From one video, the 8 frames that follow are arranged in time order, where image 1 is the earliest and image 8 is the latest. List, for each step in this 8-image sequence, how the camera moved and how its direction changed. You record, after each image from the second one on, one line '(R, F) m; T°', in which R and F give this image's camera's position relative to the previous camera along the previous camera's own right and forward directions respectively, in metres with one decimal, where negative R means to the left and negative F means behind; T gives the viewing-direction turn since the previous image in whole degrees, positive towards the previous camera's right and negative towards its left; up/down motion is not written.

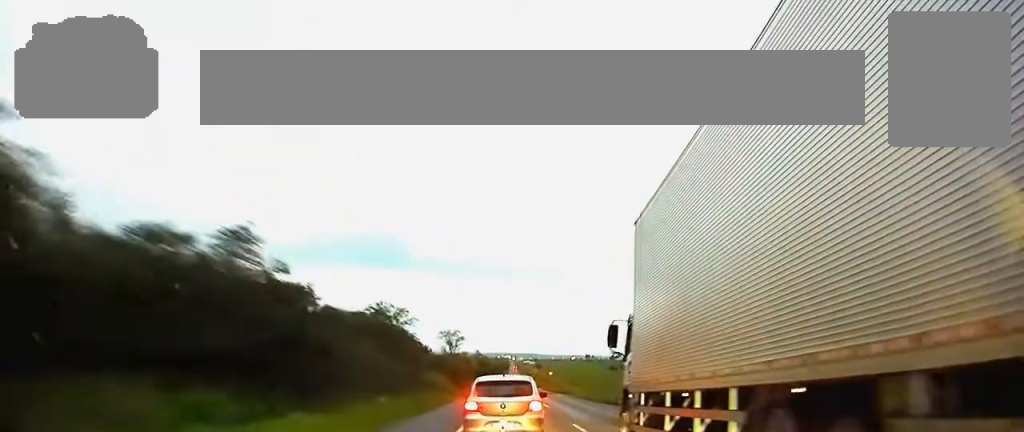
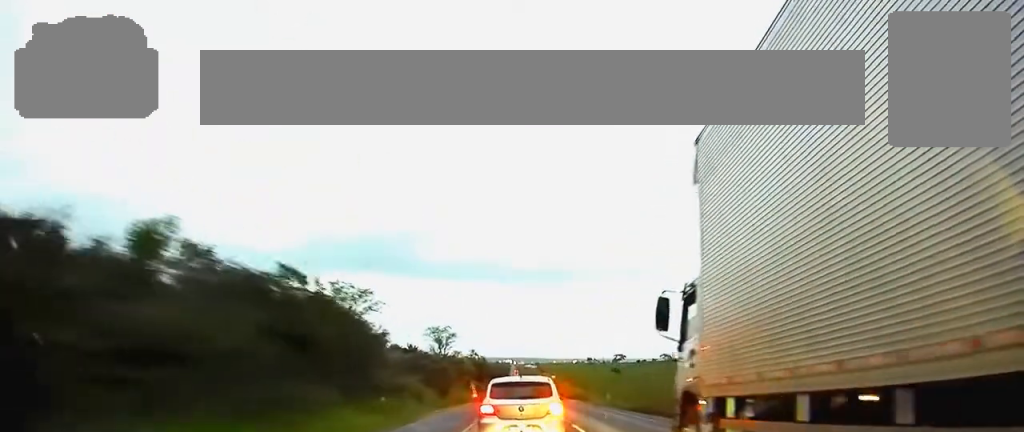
(0.0, +18.2) m; 0°
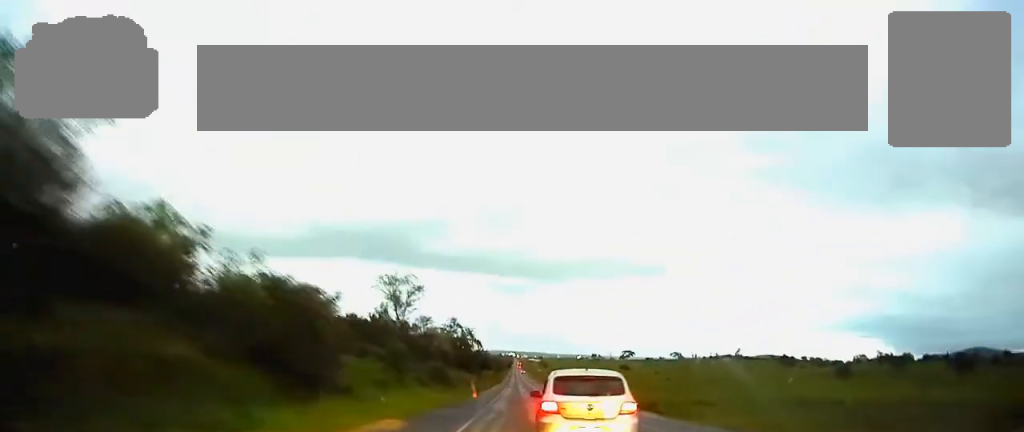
(0.0, +39.9) m; 0°
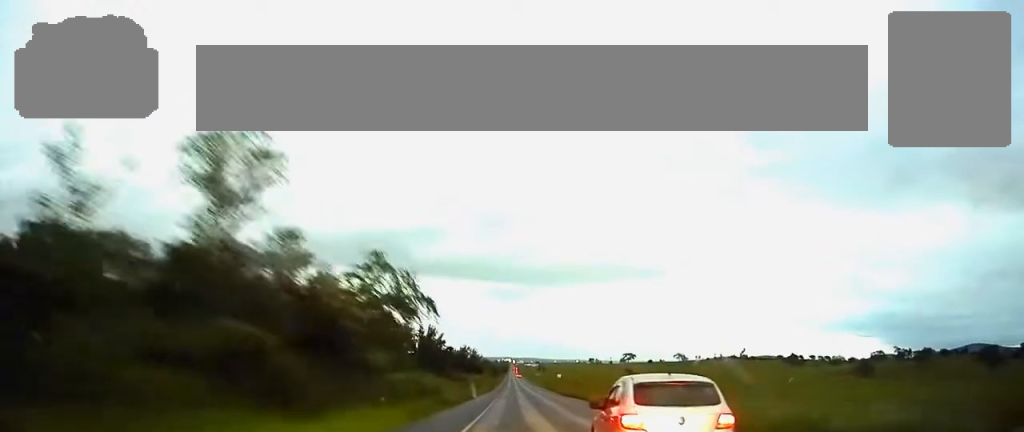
(0.0, +36.6) m; 0°
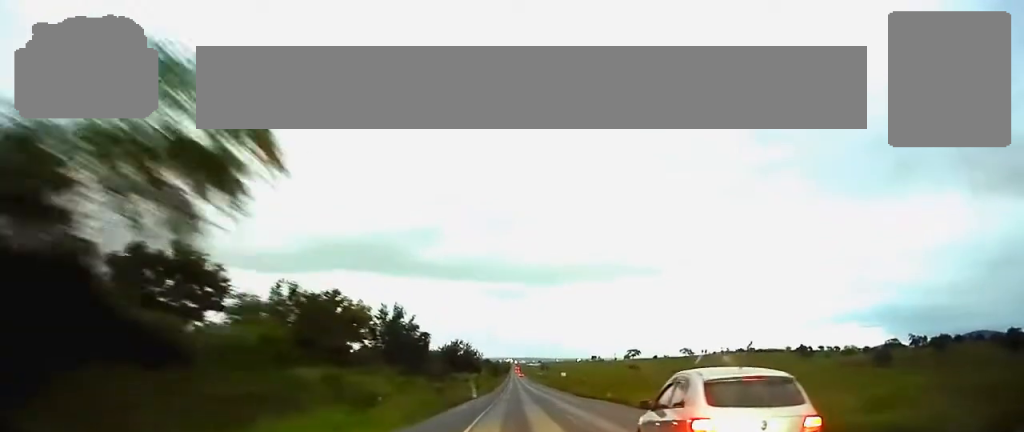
(0.0, +21.3) m; 0°
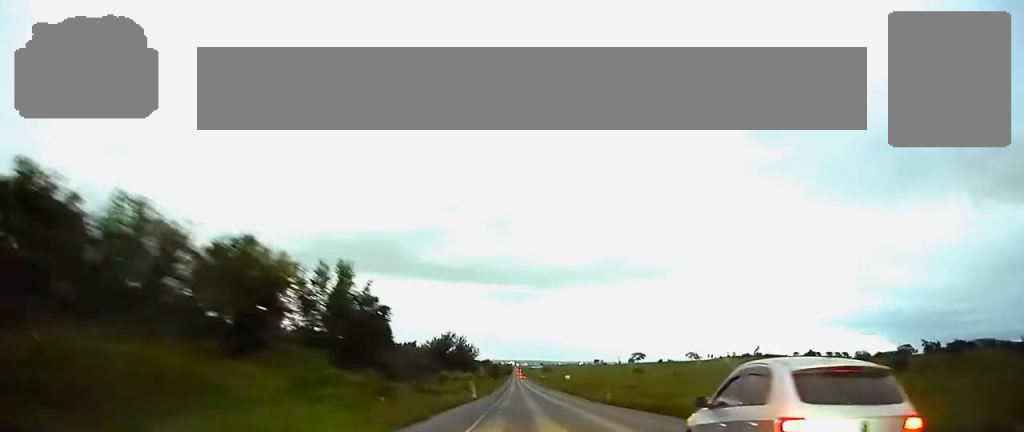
(0.0, +17.2) m; 0°
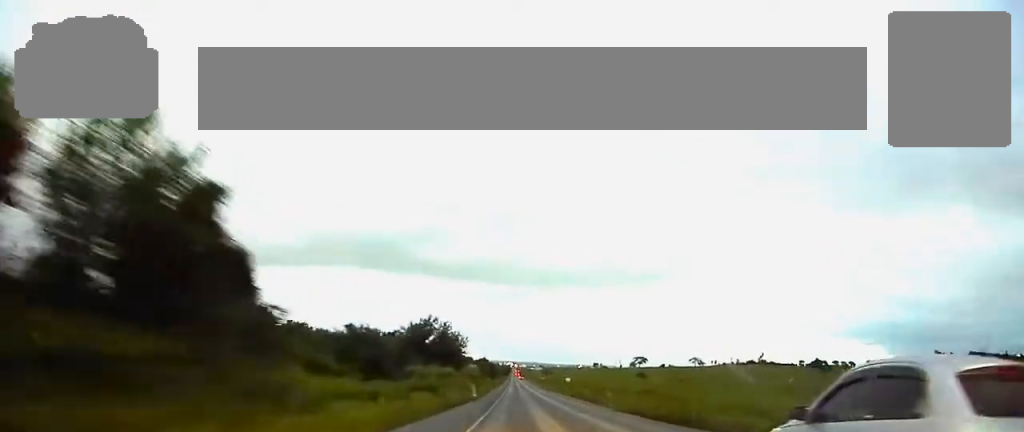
(0.0, +20.6) m; 0°
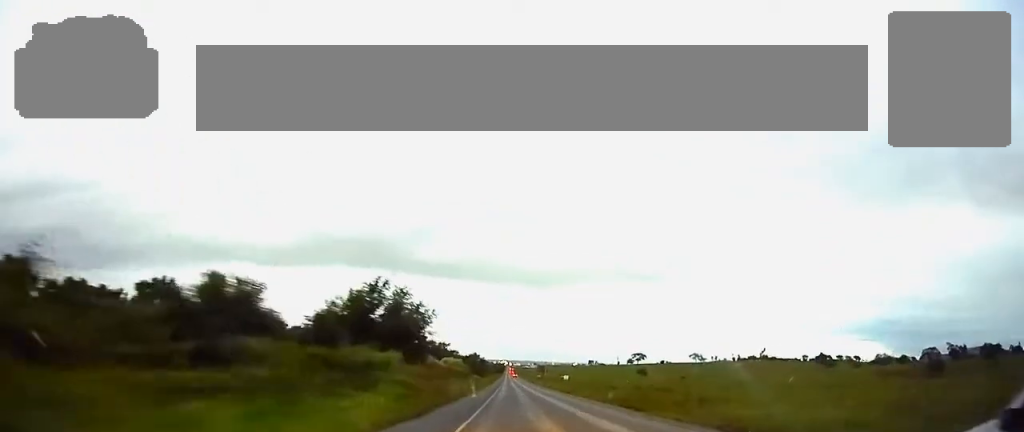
(0.0, +24.1) m; 0°
